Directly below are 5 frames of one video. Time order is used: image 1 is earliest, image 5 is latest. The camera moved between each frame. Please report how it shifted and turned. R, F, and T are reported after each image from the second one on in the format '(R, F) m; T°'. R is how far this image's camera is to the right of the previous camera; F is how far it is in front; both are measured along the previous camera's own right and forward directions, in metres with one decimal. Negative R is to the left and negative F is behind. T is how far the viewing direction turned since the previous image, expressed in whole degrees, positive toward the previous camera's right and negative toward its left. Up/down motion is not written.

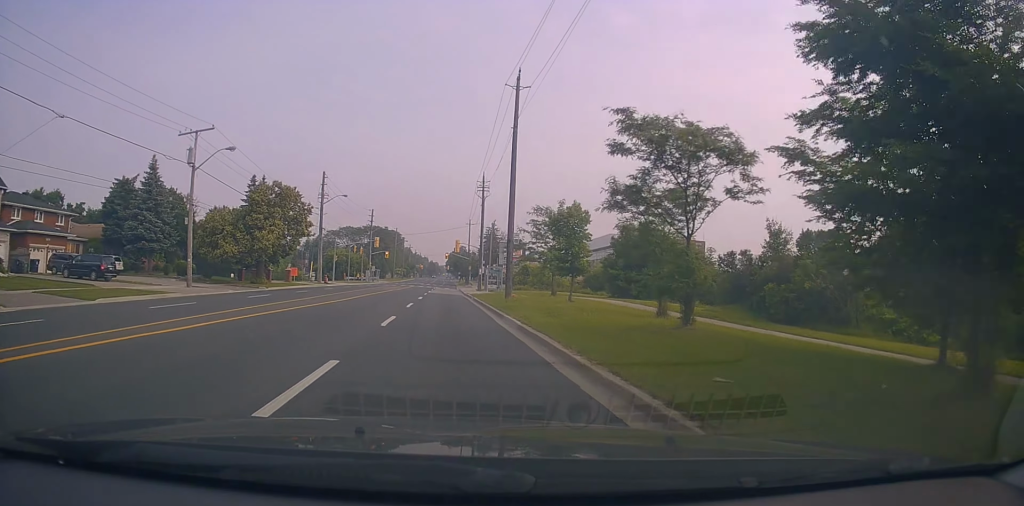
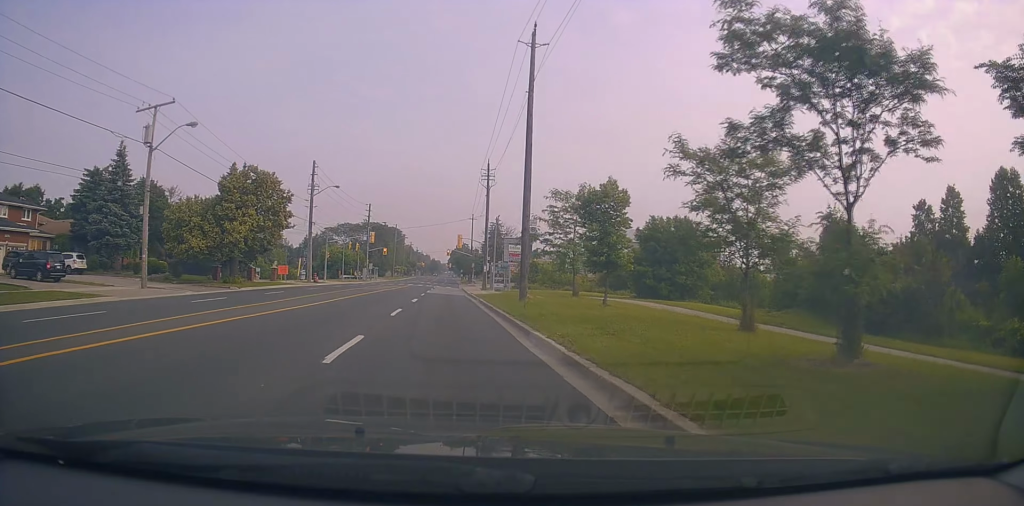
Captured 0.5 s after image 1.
(0.0, +6.4) m; 0°
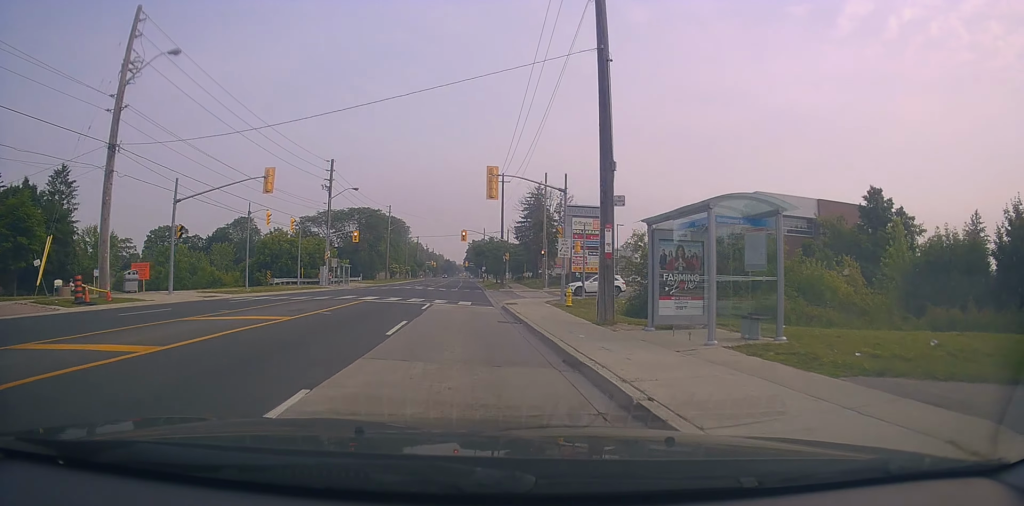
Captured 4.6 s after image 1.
(-0.7, +44.7) m; -1°
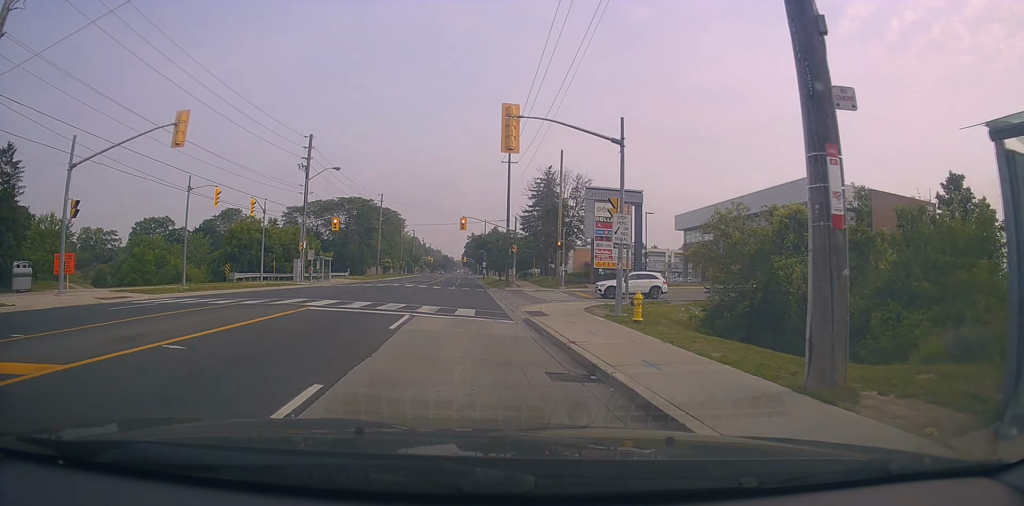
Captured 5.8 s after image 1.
(-0.3, +10.3) m; -1°
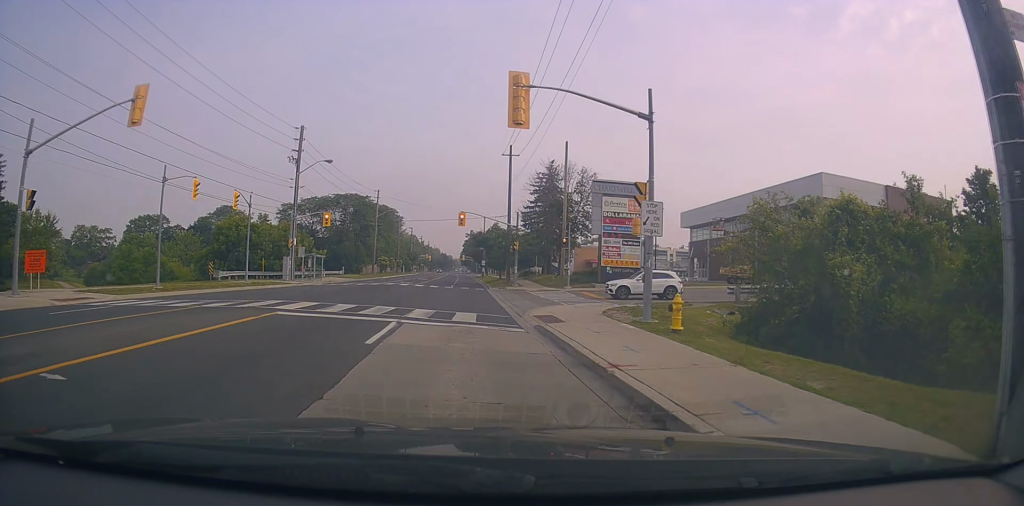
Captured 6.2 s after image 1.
(+0.1, +3.3) m; 0°
